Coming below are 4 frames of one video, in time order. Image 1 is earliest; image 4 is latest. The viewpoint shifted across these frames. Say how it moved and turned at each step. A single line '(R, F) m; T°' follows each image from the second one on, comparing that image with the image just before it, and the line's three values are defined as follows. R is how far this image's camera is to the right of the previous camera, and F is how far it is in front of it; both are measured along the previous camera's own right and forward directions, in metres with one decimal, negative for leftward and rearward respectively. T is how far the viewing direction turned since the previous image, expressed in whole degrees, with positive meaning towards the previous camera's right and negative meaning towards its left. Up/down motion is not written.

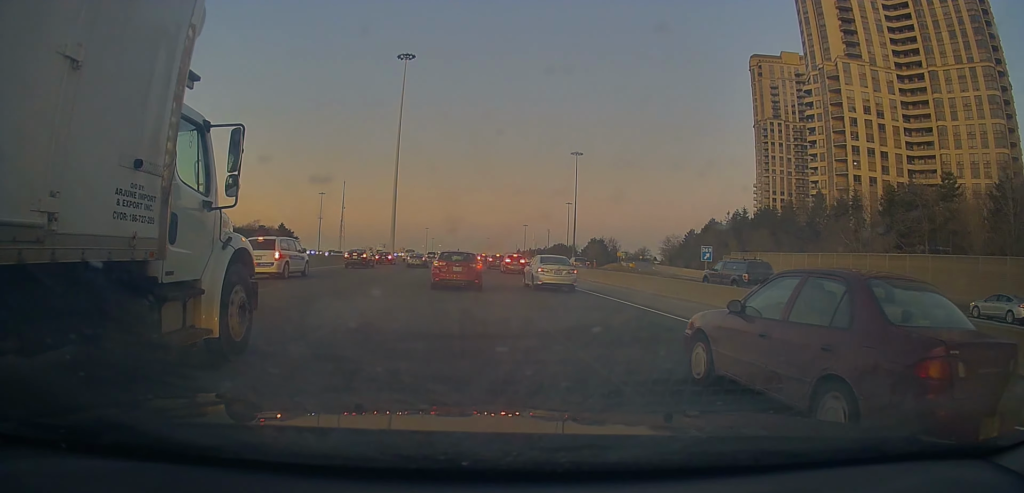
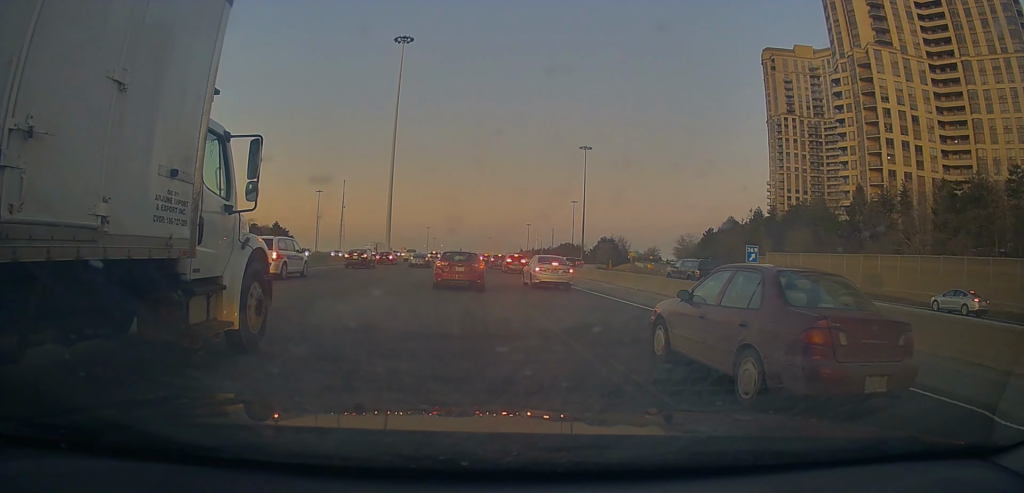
(-0.1, +9.5) m; -1°
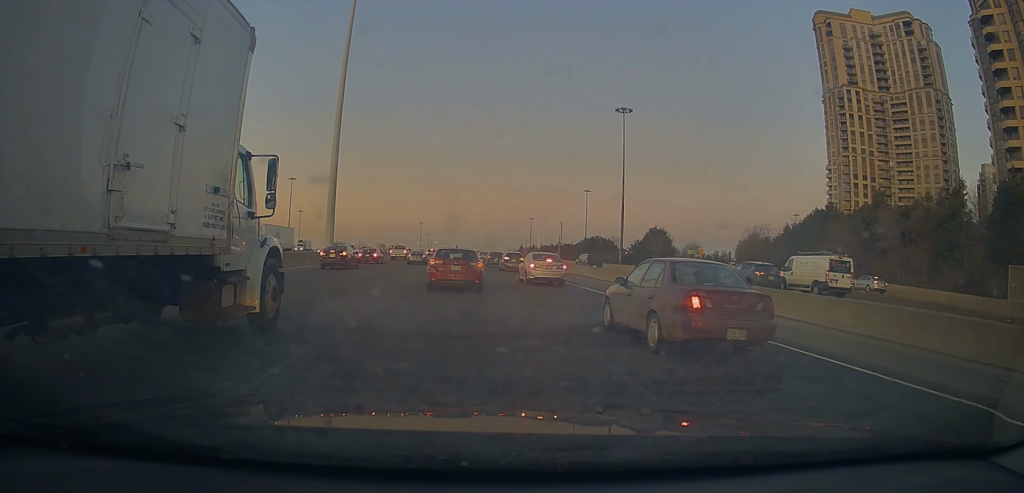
(+1.8, +42.0) m; +2°
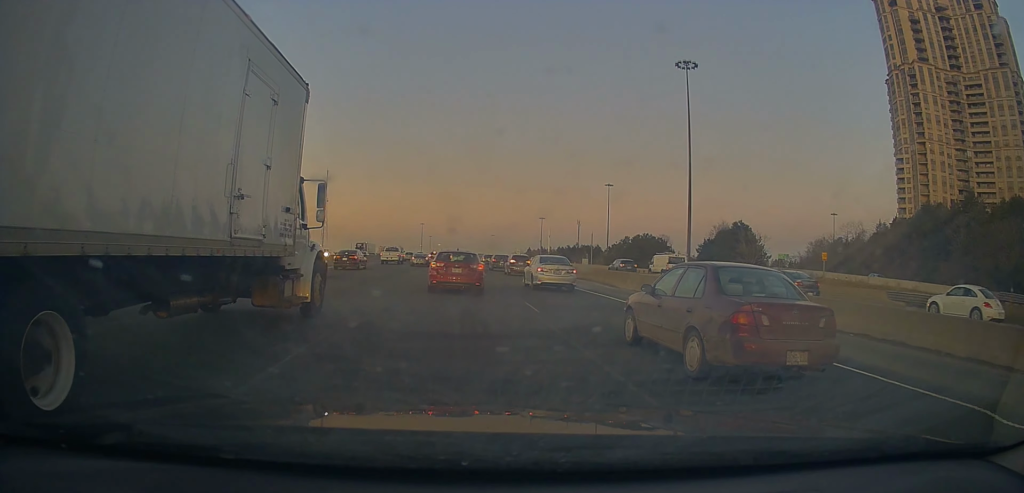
(-1.0, +34.6) m; 0°
